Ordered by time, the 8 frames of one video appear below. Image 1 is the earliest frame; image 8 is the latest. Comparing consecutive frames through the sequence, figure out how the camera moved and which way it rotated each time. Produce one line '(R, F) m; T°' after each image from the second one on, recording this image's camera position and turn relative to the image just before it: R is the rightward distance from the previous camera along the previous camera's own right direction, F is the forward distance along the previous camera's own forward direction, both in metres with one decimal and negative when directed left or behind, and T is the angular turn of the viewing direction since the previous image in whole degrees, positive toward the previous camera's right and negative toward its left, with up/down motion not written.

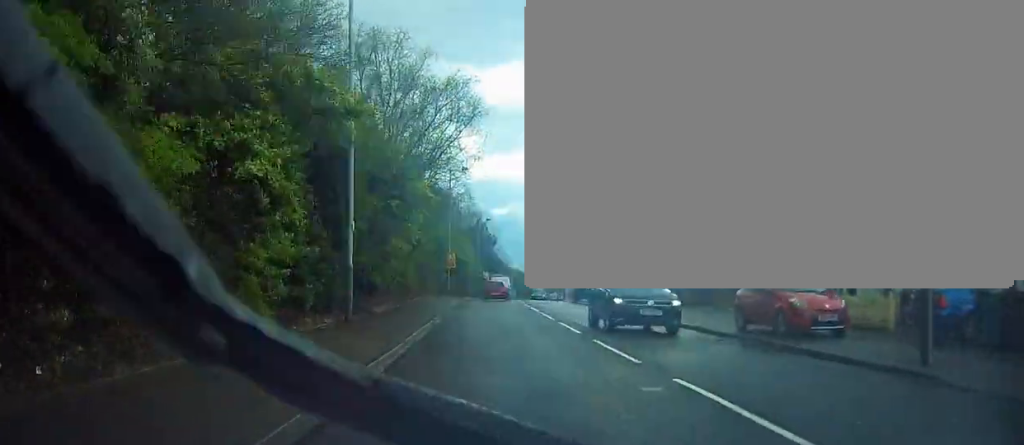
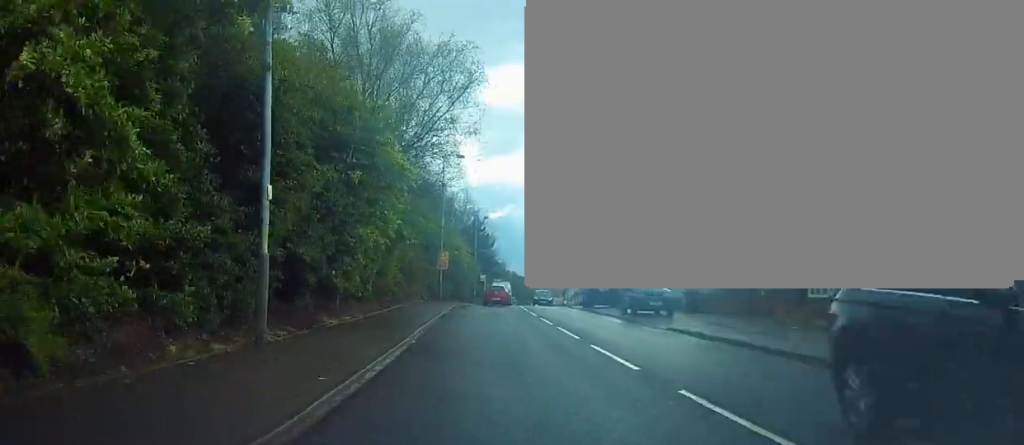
(-0.2, +6.4) m; +1°
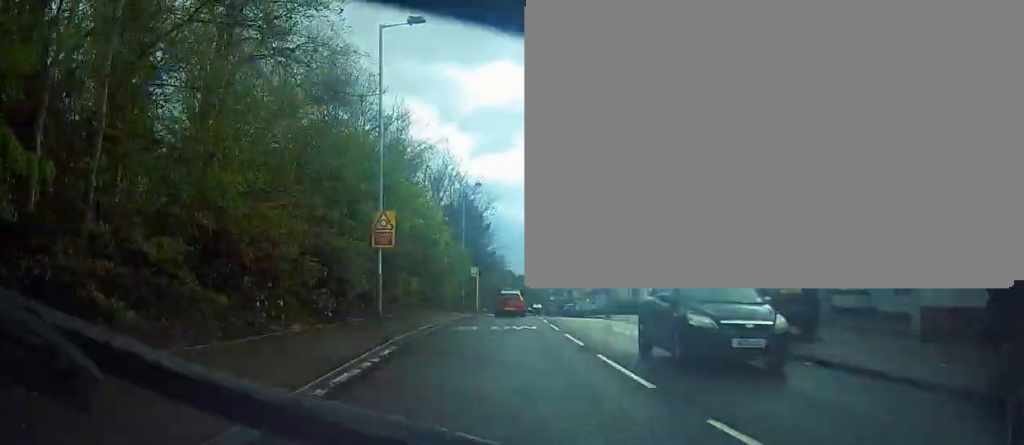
(+0.6, +25.6) m; +1°
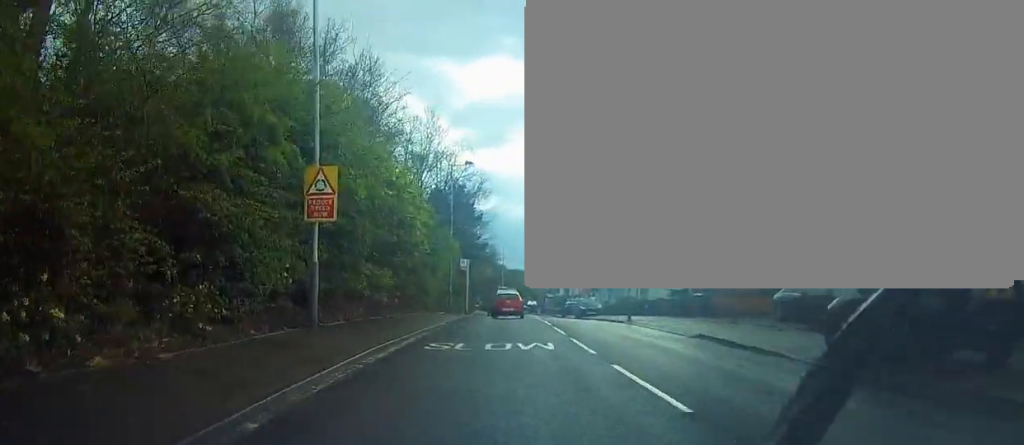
(+0.2, +7.7) m; 0°
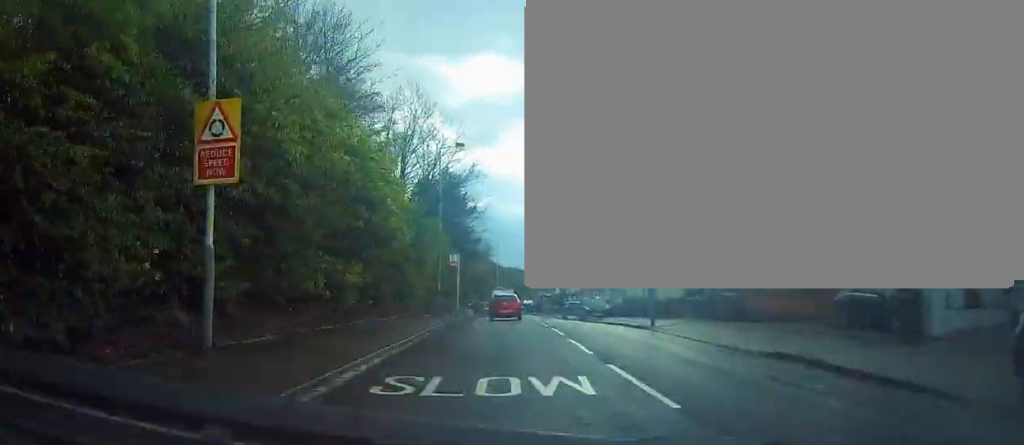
(0.0, +5.6) m; 0°
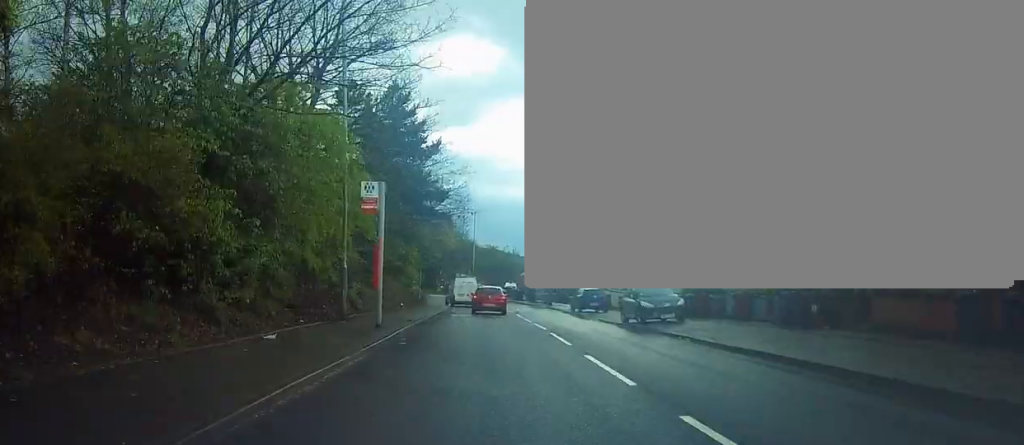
(+0.7, +22.3) m; +3°
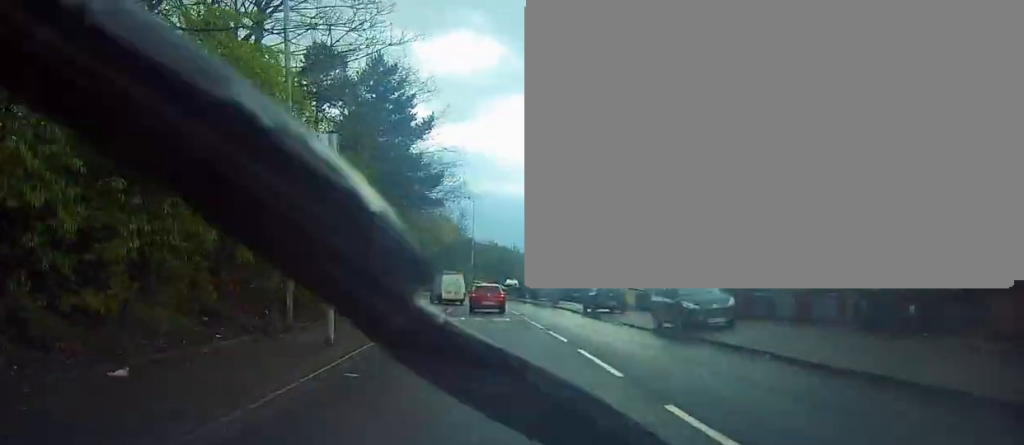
(-0.1, +5.2) m; -1°
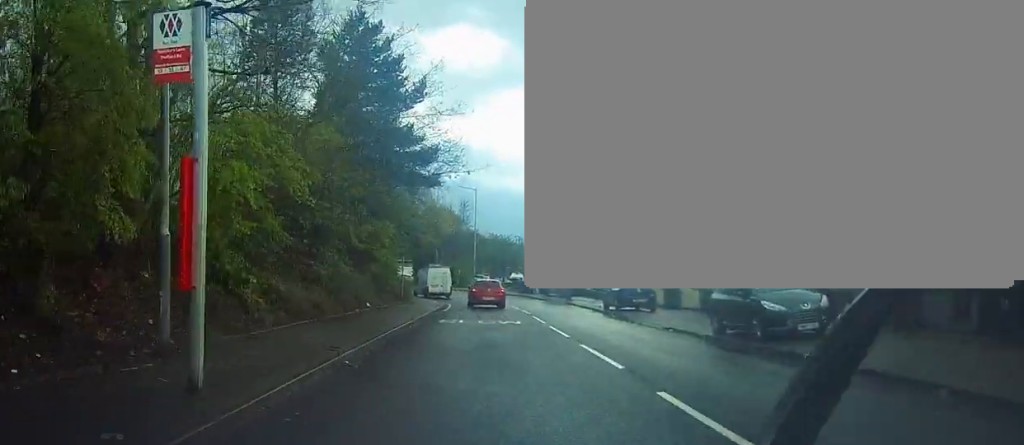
(-0.1, +5.6) m; 0°
